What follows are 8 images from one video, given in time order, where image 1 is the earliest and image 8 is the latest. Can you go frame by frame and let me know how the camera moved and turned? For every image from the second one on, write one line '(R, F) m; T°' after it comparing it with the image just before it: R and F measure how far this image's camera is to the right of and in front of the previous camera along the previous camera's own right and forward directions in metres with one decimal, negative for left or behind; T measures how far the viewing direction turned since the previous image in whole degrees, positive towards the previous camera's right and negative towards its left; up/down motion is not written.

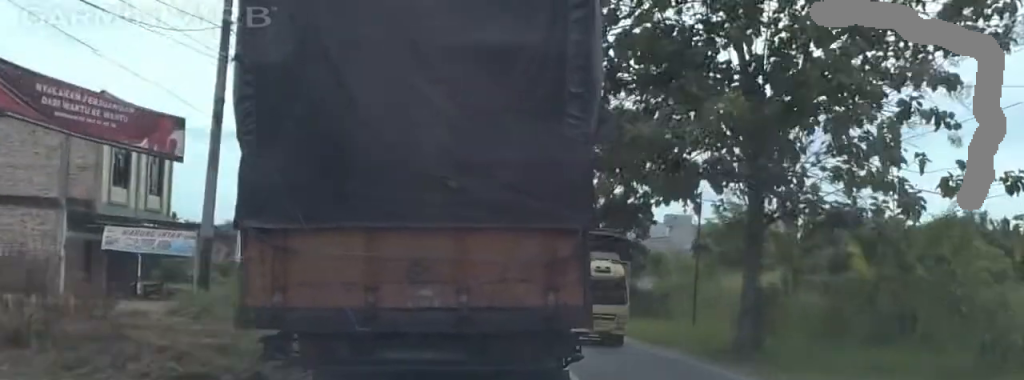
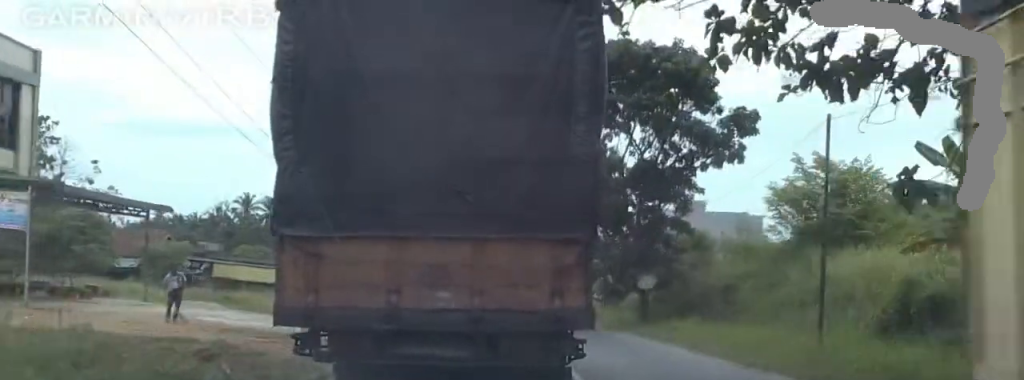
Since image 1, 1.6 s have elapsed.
(0.0, +13.2) m; 0°
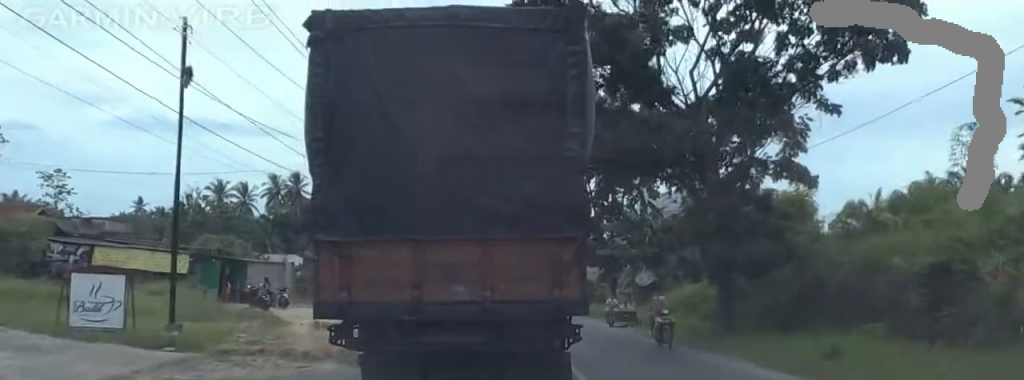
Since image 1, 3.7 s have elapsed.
(+0.2, +16.7) m; +7°
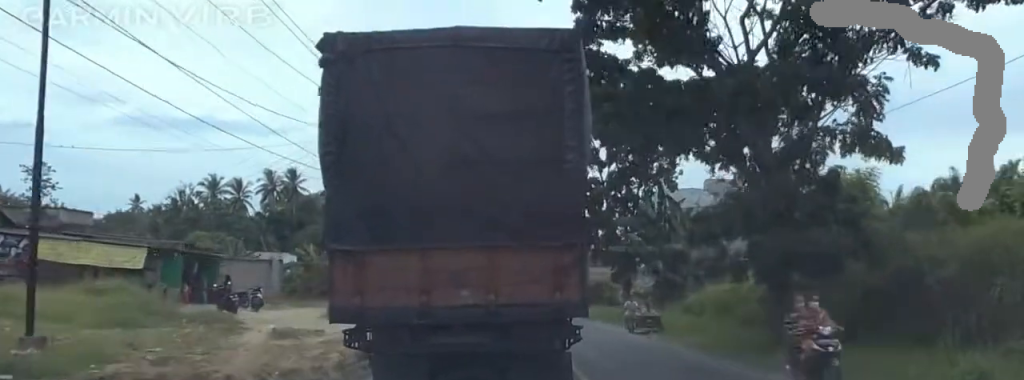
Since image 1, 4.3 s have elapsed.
(+0.2, +5.3) m; +3°
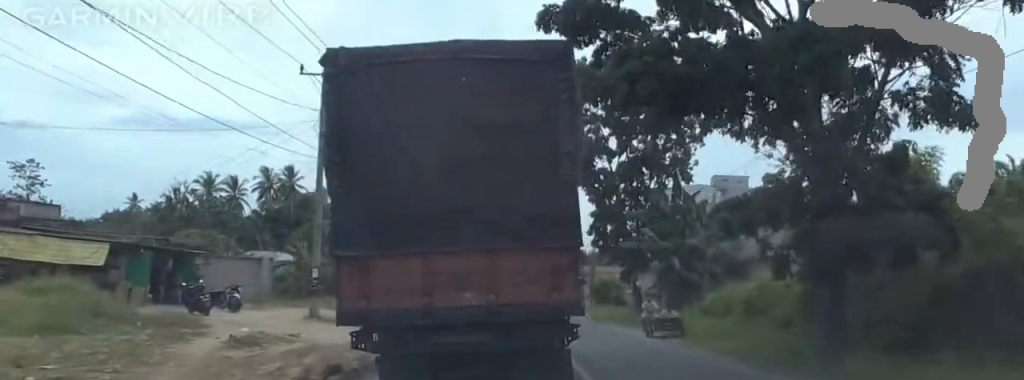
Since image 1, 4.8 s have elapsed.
(+0.5, +3.7) m; -1°
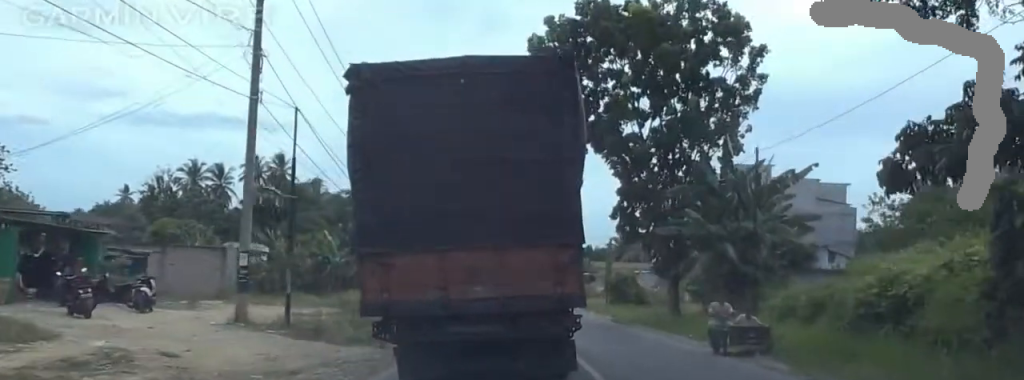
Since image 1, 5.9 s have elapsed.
(-0.9, +10.0) m; -8°
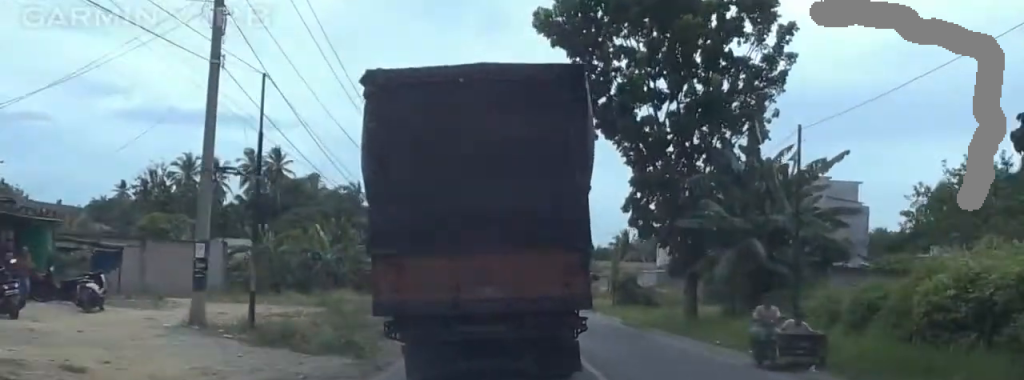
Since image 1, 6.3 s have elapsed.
(-0.1, +3.7) m; -1°
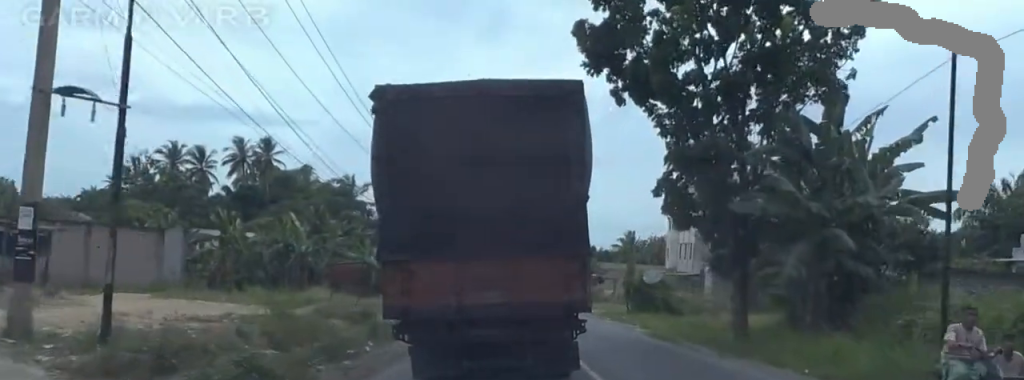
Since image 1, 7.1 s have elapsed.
(0.0, +8.0) m; 0°
